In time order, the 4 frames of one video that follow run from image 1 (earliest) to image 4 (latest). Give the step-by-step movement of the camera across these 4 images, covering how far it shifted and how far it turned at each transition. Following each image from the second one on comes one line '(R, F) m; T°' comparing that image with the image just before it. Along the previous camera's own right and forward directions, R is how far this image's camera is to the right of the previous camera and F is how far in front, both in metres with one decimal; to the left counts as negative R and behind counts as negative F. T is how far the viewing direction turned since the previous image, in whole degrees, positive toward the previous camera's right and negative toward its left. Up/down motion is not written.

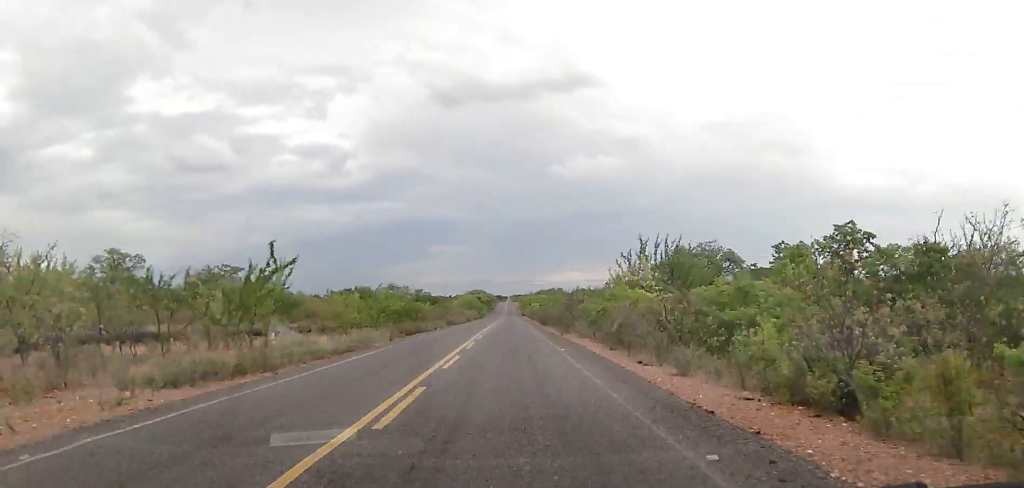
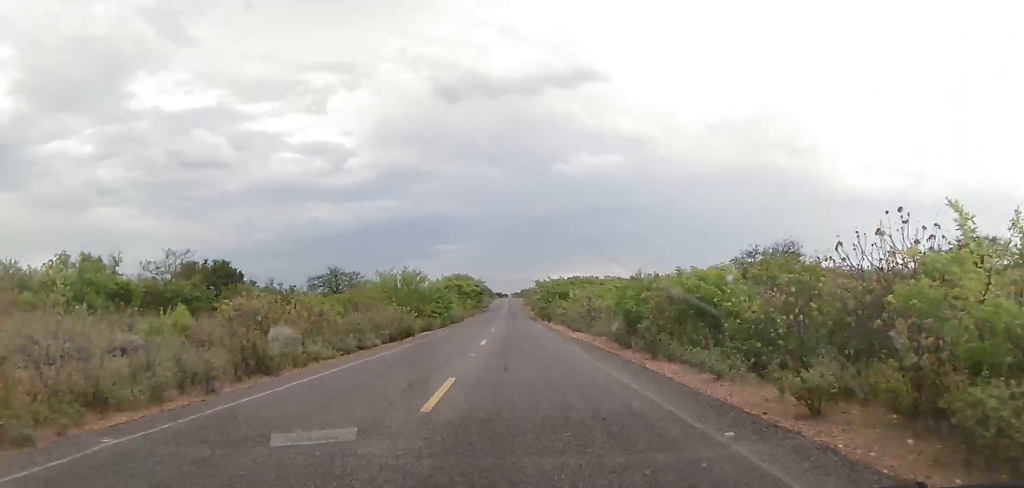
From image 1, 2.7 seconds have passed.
(+0.2, +82.9) m; -1°
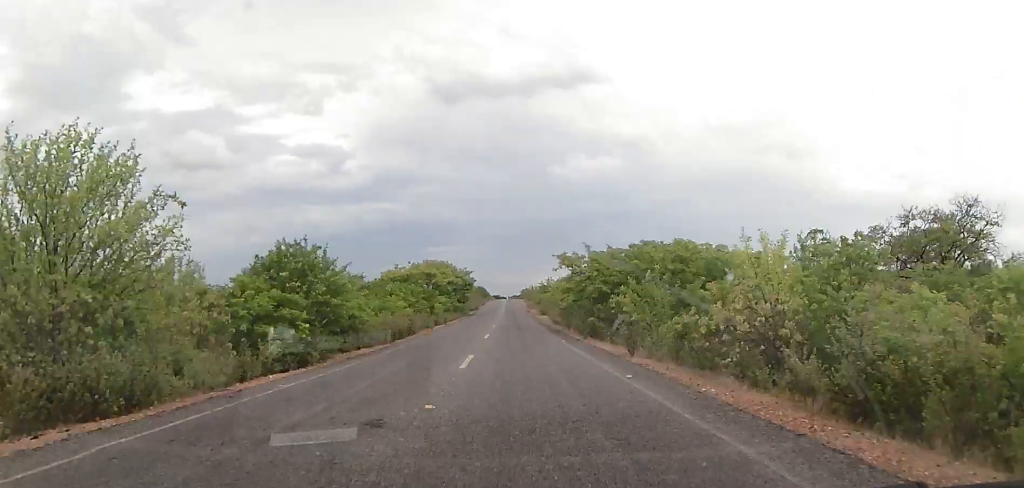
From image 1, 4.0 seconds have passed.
(-0.1, +40.5) m; 0°
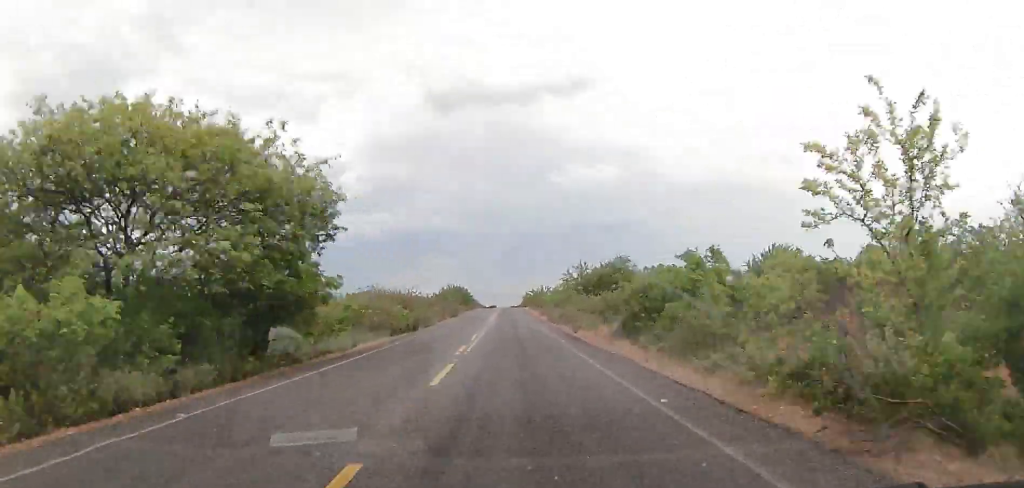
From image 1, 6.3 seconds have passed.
(+0.3, +71.6) m; 0°
